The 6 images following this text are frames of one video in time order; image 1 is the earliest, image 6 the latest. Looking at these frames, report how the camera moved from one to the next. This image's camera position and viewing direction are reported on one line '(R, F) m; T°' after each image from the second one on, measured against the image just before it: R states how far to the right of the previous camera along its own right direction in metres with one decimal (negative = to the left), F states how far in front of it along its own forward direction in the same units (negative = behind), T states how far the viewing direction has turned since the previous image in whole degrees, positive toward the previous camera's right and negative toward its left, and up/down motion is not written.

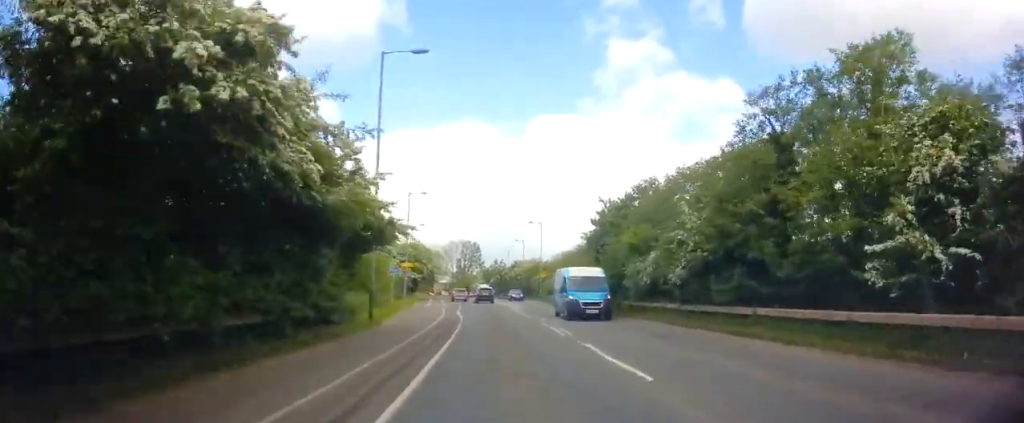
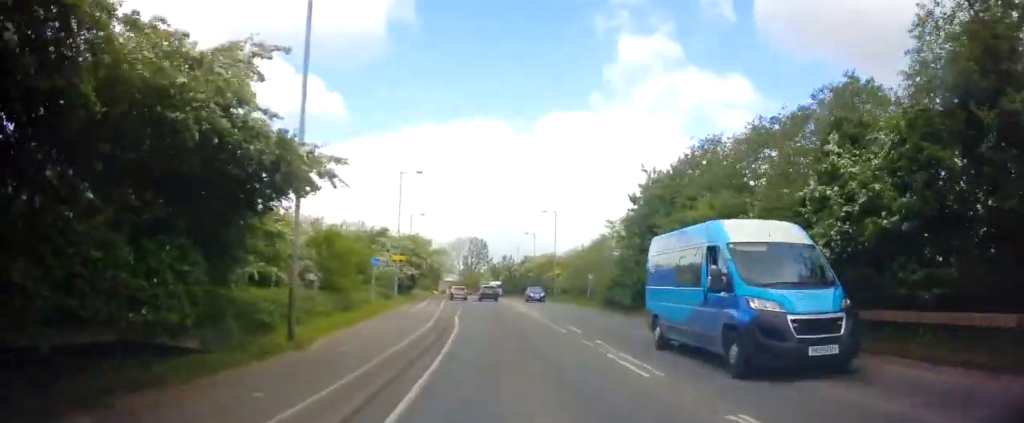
(-0.1, +8.2) m; 0°
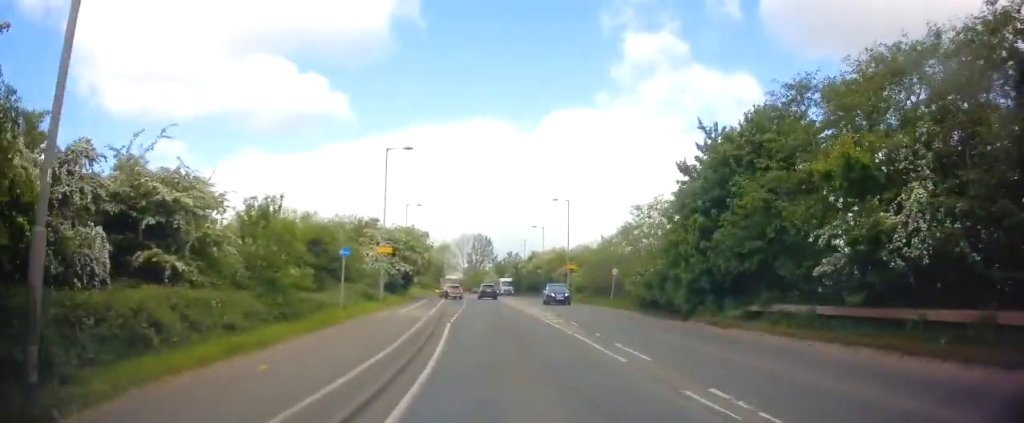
(0.0, +7.2) m; -1°
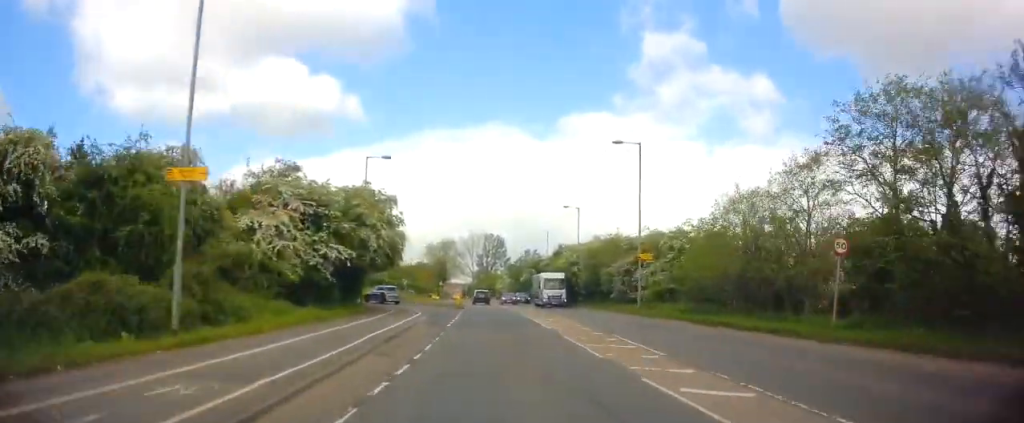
(-0.9, +24.8) m; -4°
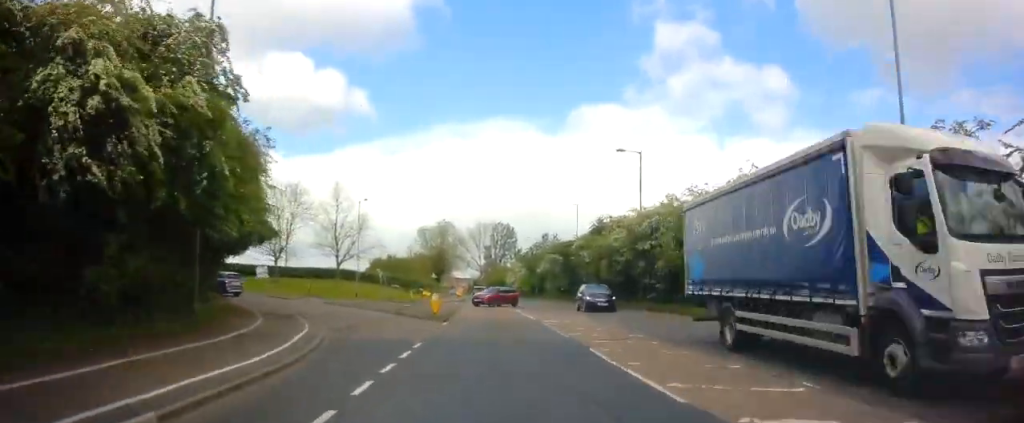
(+0.6, +22.3) m; +2°
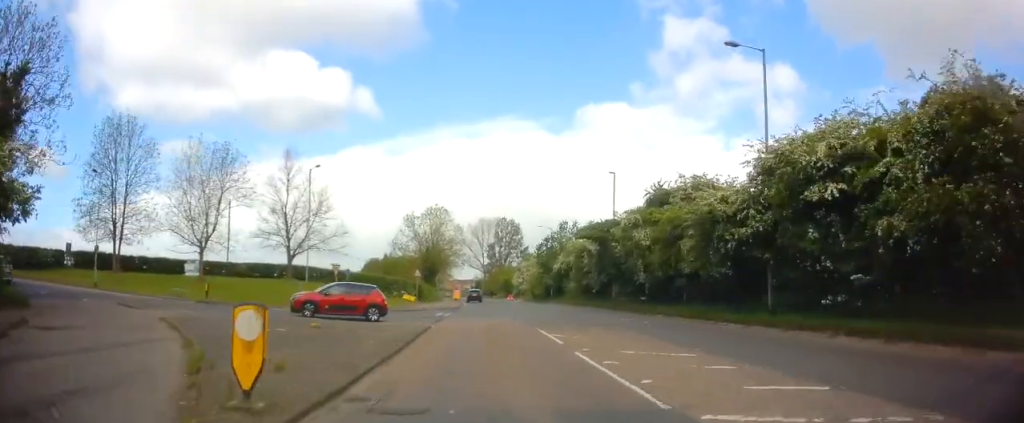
(-0.2, +17.9) m; -2°
